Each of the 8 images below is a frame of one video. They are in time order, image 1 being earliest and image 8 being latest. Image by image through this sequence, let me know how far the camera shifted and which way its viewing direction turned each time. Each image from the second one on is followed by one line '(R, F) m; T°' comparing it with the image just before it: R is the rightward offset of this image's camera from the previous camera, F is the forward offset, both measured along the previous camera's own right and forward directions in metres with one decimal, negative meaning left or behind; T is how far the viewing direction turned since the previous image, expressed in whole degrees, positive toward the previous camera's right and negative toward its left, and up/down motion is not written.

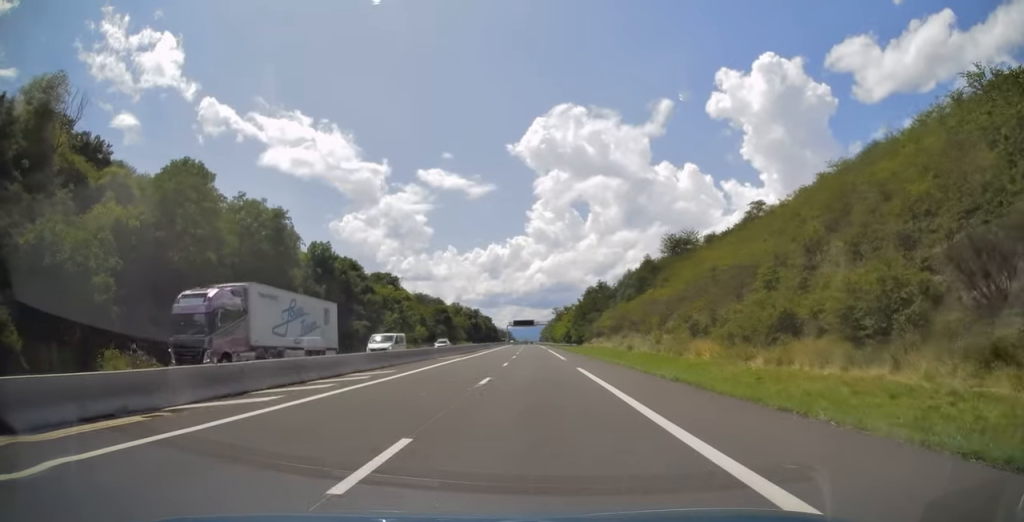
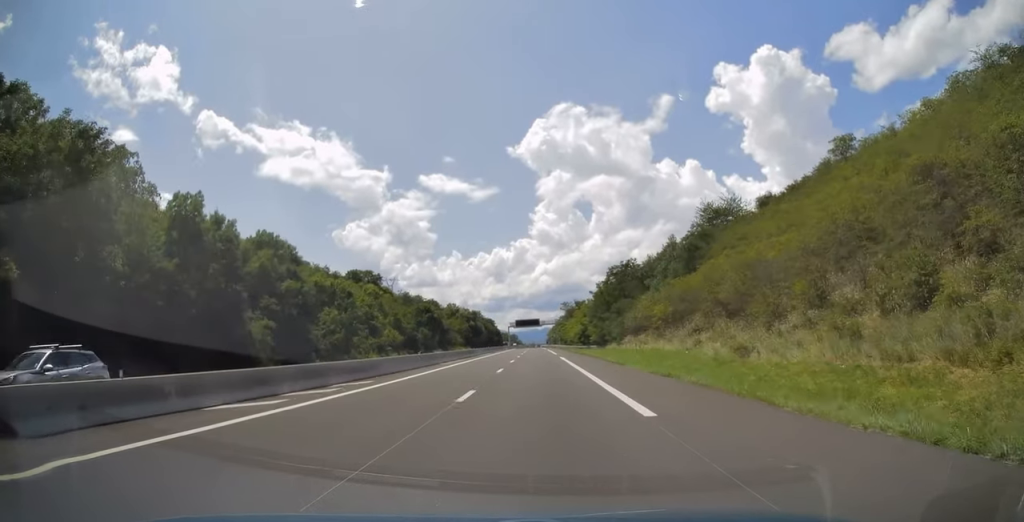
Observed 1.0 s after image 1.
(-0.2, +31.8) m; -1°
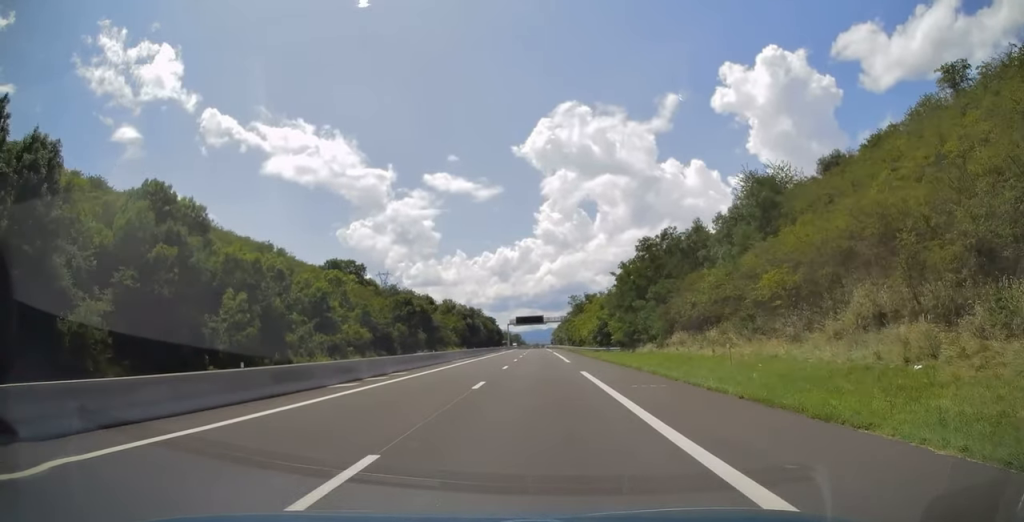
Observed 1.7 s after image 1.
(-0.2, +23.1) m; 0°
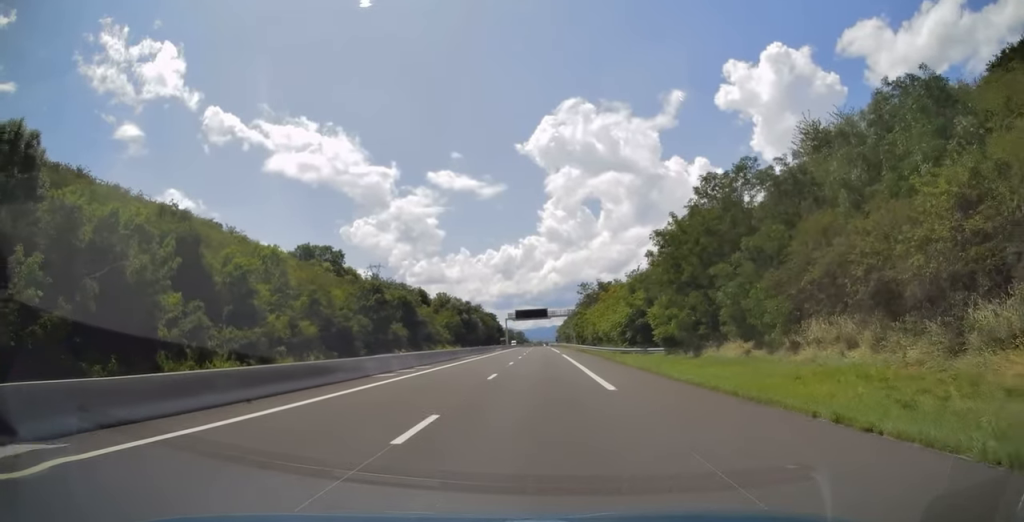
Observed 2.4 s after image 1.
(0.0, +23.1) m; 0°
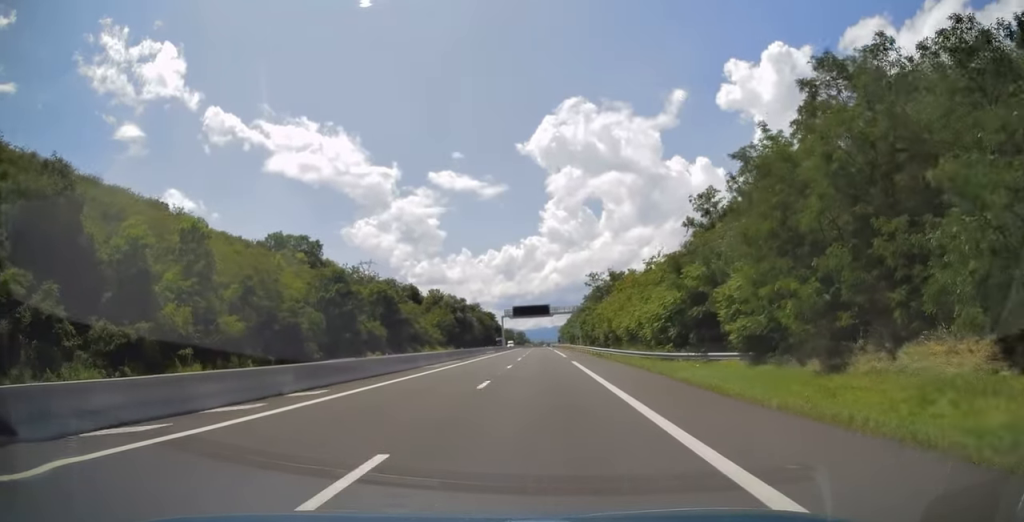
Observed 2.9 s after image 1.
(0.0, +17.2) m; 0°
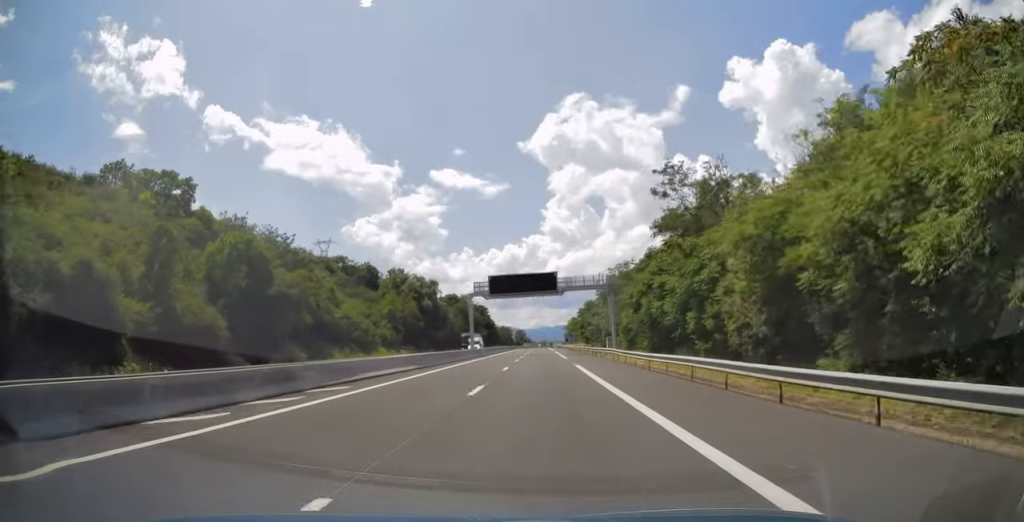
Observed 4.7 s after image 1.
(-0.6, +55.9) m; -1°
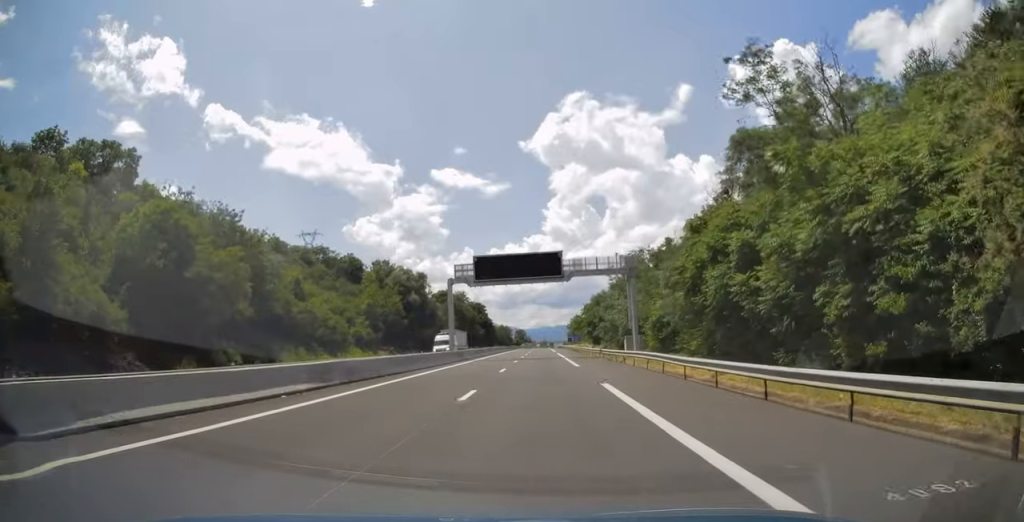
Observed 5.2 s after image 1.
(+0.2, +15.1) m; 0°
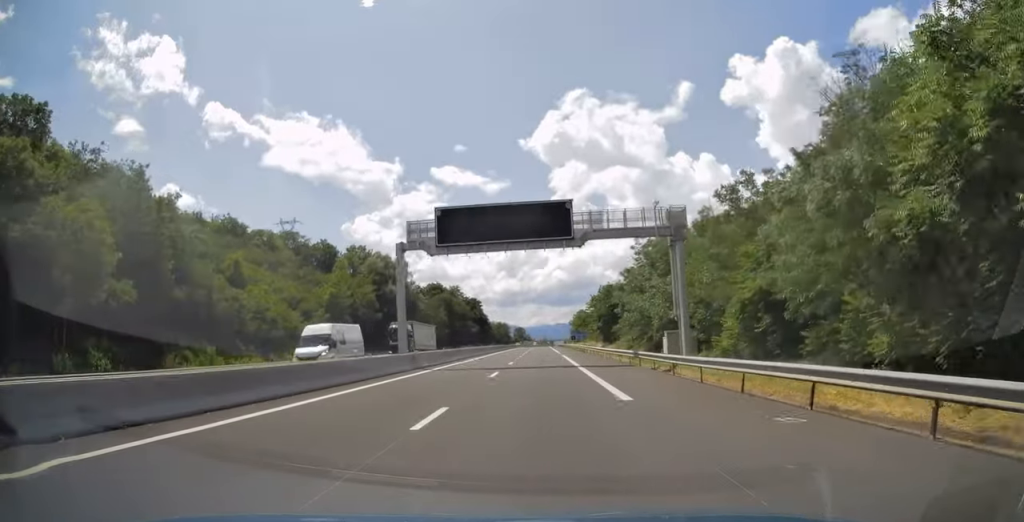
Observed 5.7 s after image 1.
(0.0, +18.3) m; 0°
